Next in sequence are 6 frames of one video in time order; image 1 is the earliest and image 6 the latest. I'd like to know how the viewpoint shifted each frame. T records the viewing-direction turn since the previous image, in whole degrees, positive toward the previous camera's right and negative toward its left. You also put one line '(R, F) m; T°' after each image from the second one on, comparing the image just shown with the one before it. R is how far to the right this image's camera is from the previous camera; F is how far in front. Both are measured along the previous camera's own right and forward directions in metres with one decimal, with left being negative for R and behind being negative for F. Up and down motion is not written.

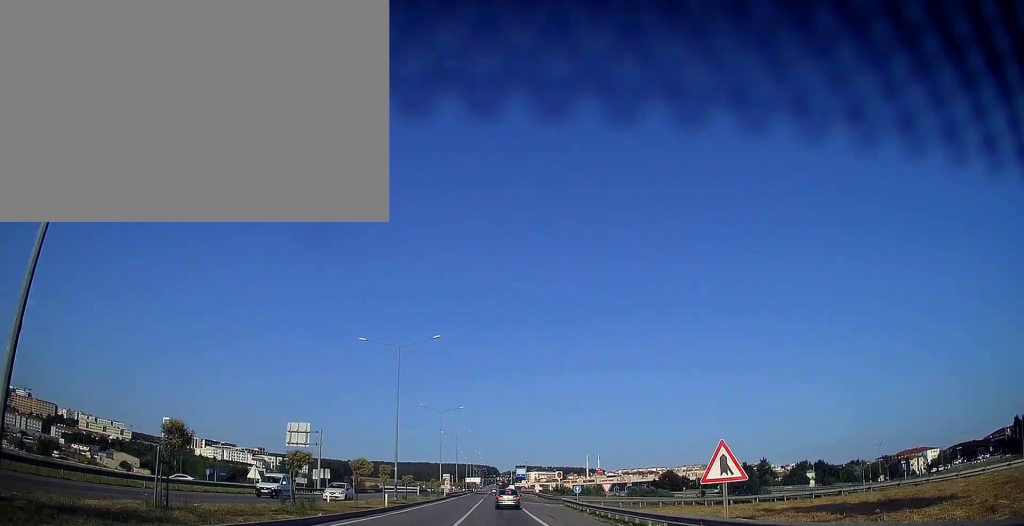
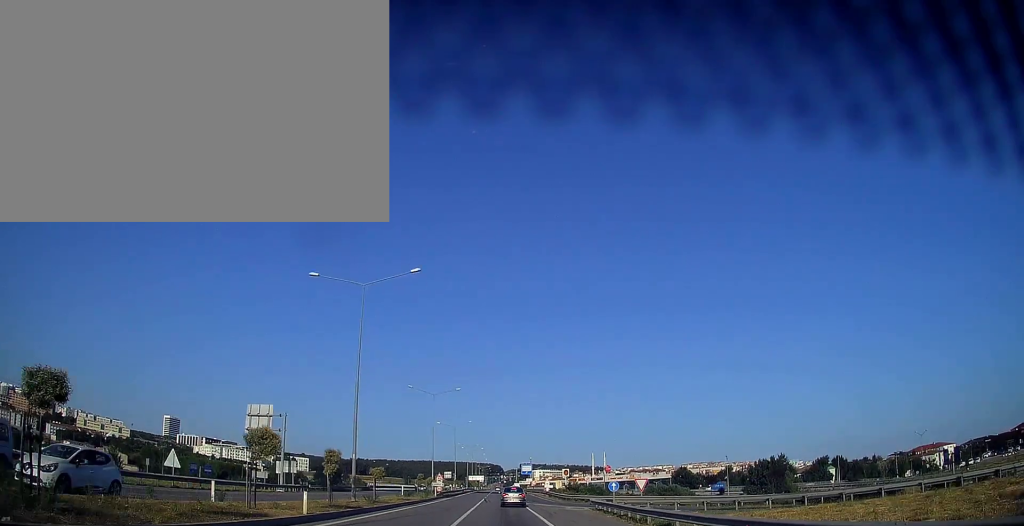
(0.0, +14.5) m; 0°
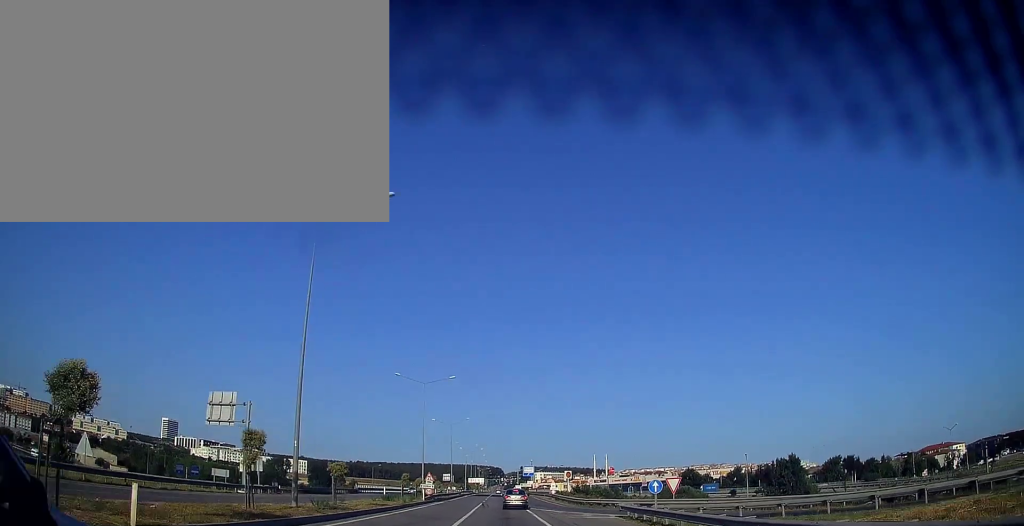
(0.0, +9.5) m; 0°
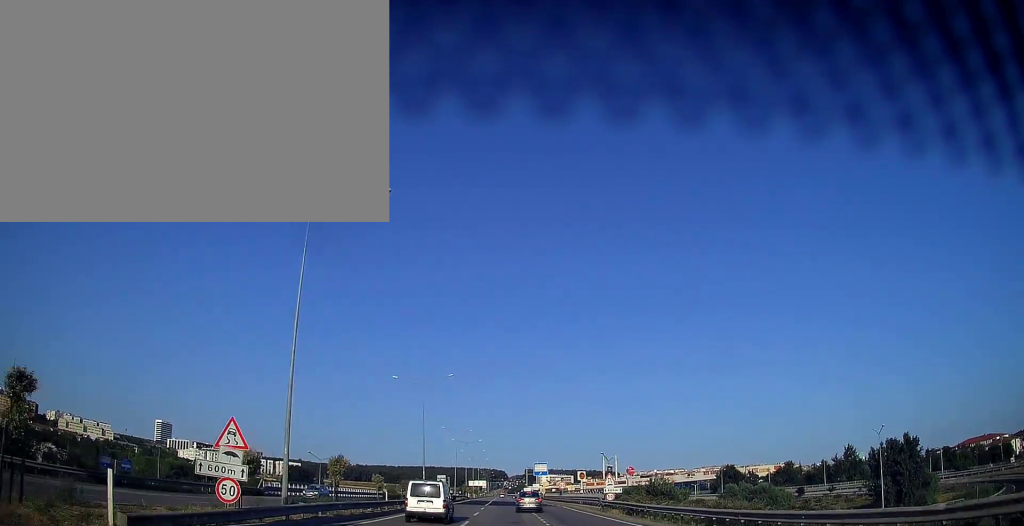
(-0.1, +41.2) m; 0°
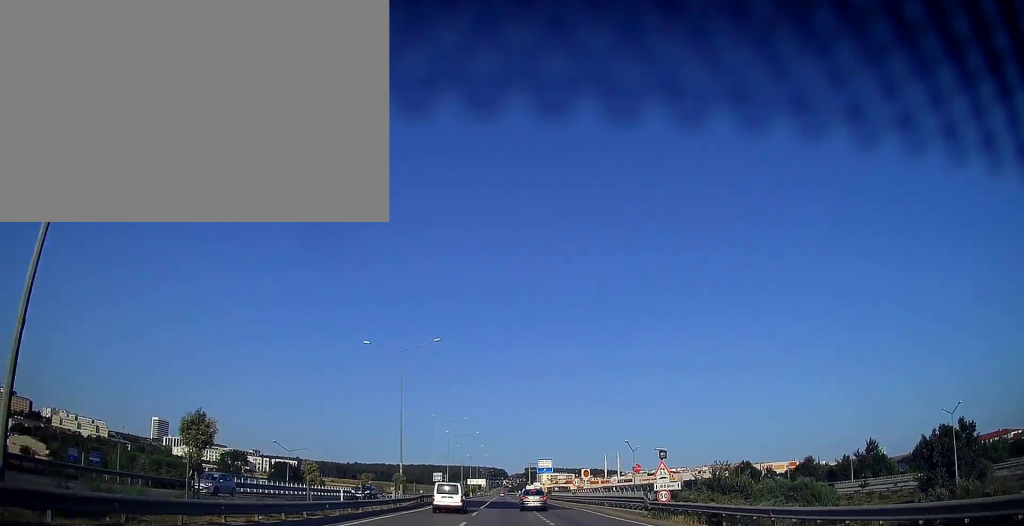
(0.0, +14.2) m; 0°
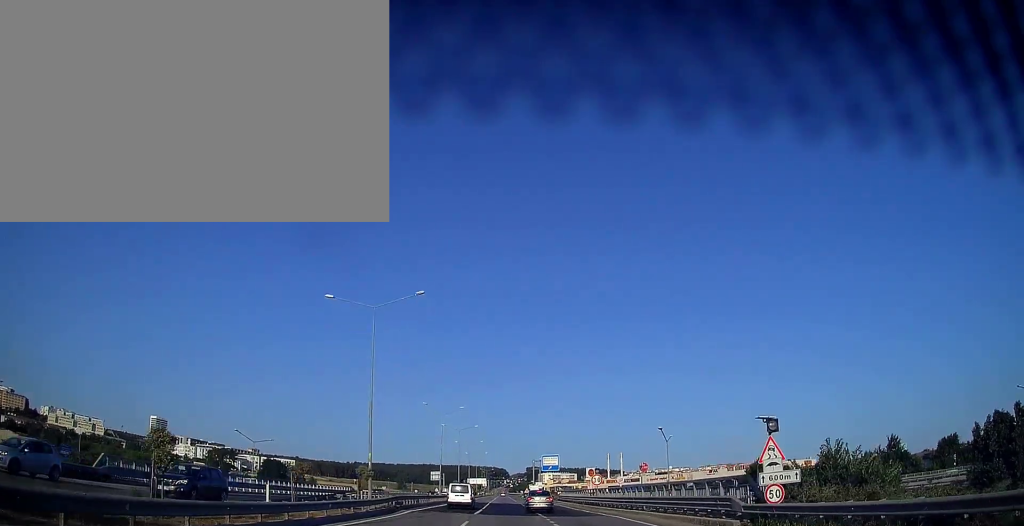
(0.0, +11.9) m; 0°
